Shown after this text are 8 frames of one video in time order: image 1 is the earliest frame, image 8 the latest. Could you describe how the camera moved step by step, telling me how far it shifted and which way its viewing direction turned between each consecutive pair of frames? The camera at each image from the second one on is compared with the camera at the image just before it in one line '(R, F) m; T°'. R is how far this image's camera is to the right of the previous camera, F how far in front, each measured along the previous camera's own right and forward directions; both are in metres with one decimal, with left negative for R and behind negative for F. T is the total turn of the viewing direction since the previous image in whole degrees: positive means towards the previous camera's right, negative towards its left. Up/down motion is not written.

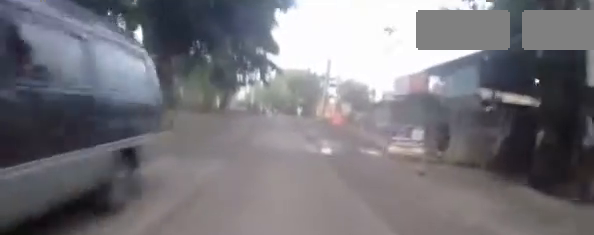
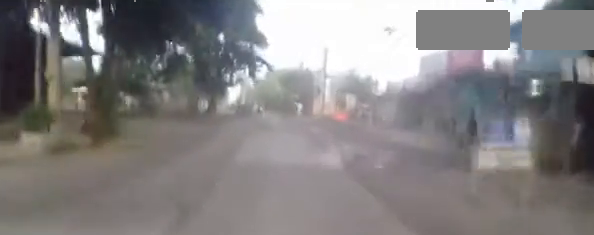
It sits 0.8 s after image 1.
(-0.1, +4.2) m; -2°
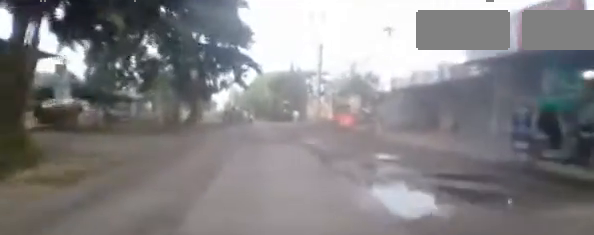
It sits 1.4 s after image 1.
(-0.3, +3.8) m; +2°
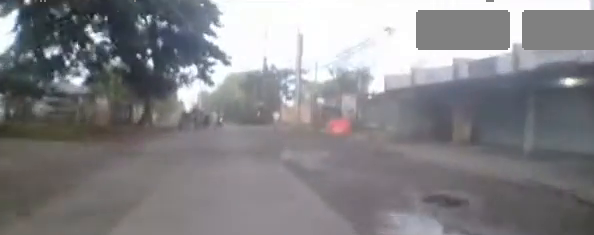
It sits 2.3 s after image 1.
(+0.5, +4.9) m; +6°
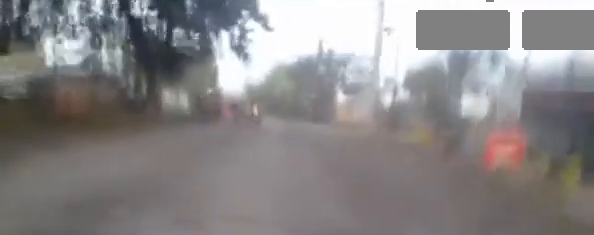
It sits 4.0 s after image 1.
(0.0, +7.2) m; -6°
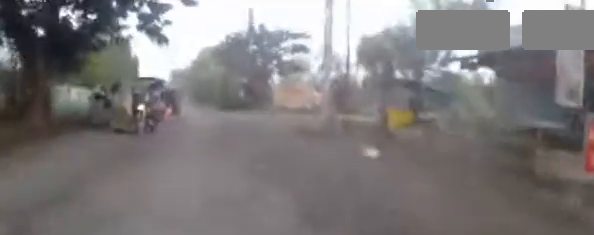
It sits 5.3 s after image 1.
(-0.3, +3.2) m; -9°
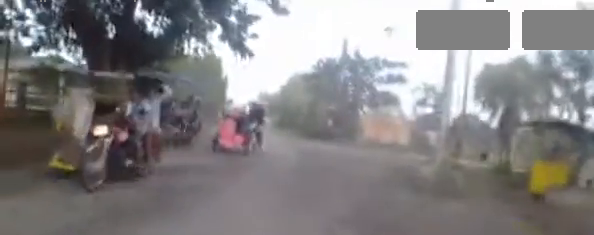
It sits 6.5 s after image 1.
(0.0, +2.8) m; +6°
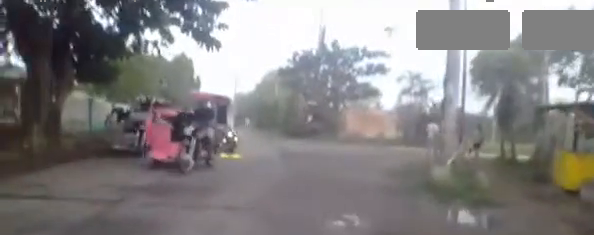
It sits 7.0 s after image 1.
(+0.1, +1.7) m; +3°
